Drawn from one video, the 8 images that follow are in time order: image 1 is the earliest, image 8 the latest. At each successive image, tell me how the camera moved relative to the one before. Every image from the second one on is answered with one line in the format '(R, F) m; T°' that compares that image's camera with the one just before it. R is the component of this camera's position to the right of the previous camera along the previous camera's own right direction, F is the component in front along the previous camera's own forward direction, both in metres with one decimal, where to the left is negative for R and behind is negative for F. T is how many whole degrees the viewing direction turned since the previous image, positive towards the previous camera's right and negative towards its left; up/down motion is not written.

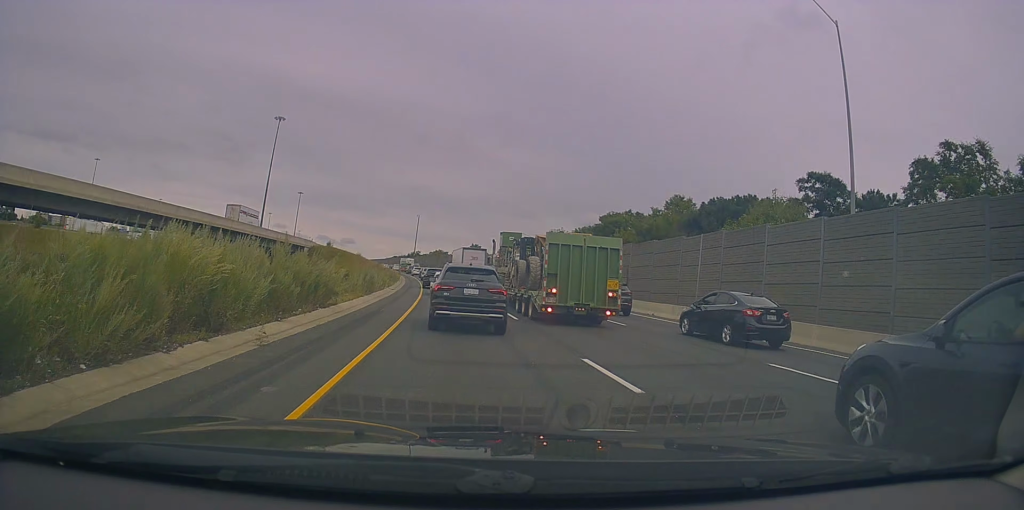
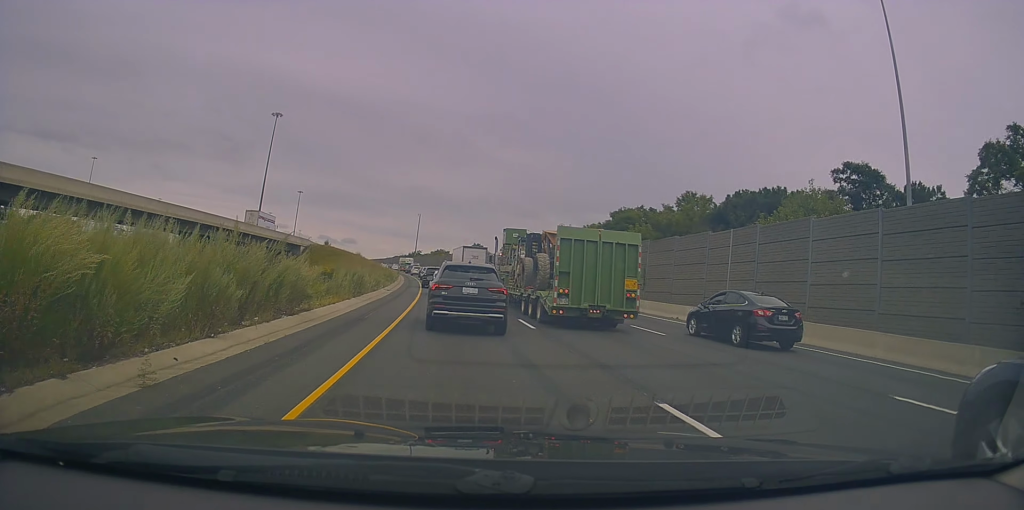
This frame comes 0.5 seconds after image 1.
(0.0, +3.7) m; -1°
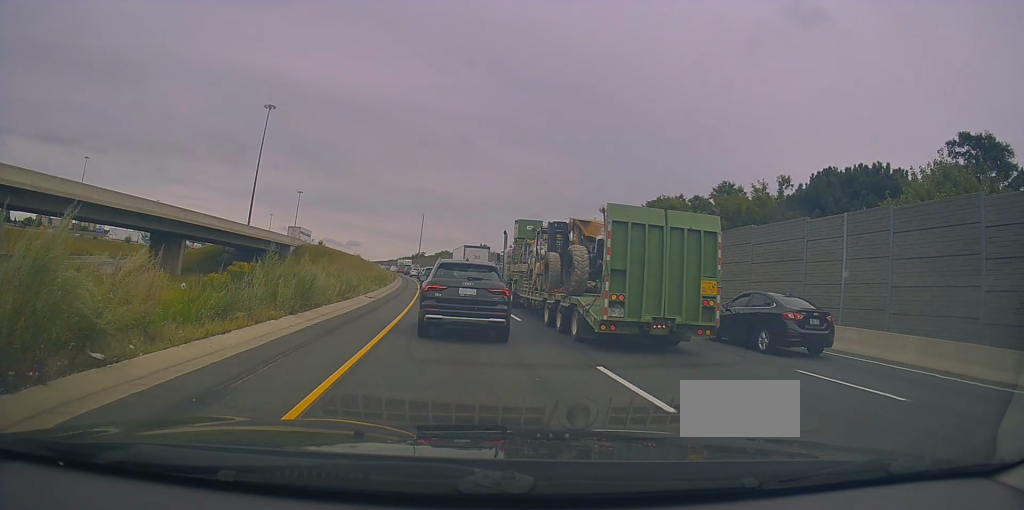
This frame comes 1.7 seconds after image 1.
(-0.3, +9.6) m; 0°
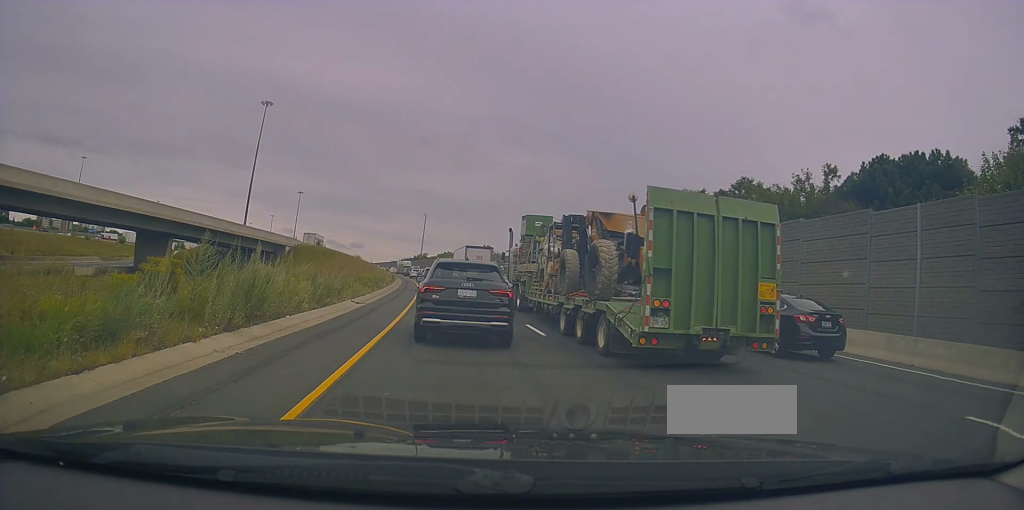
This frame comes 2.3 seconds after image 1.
(+0.3, +4.3) m; 0°
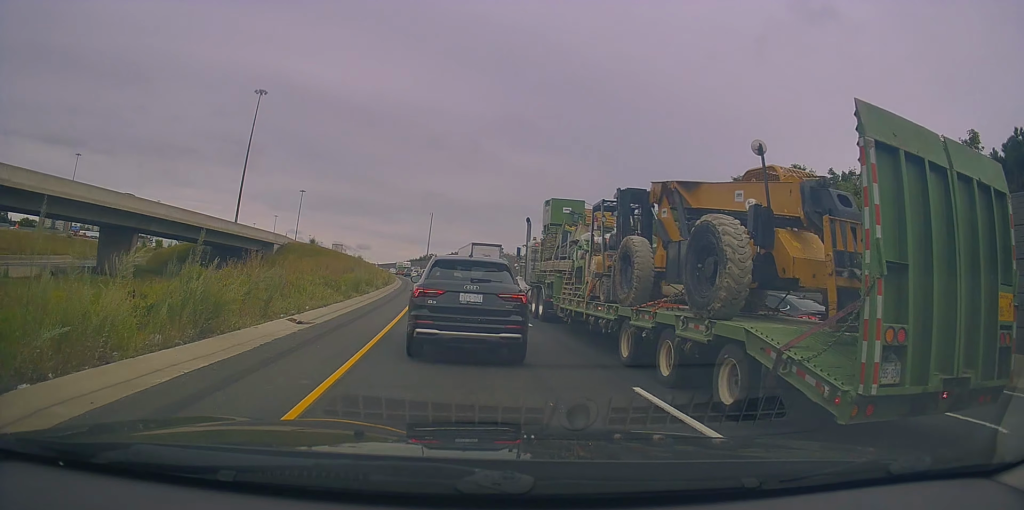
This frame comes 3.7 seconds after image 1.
(-0.4, +9.1) m; +1°
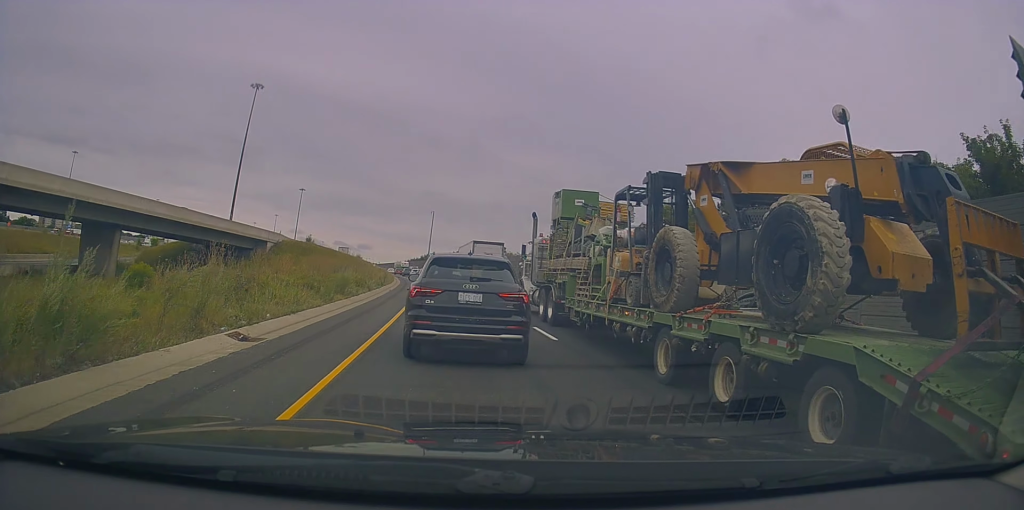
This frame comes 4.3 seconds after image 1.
(+0.2, +3.8) m; +3°
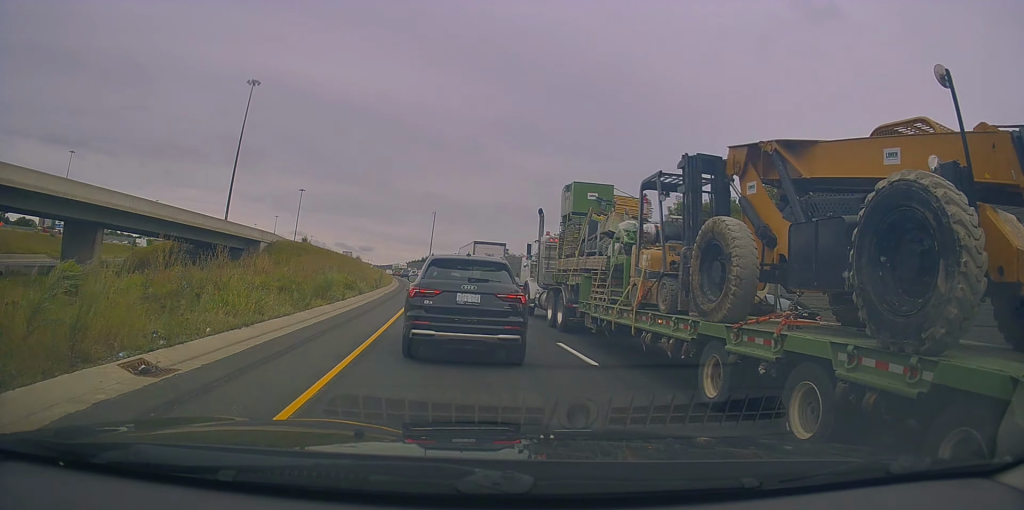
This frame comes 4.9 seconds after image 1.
(0.0, +3.6) m; -3°
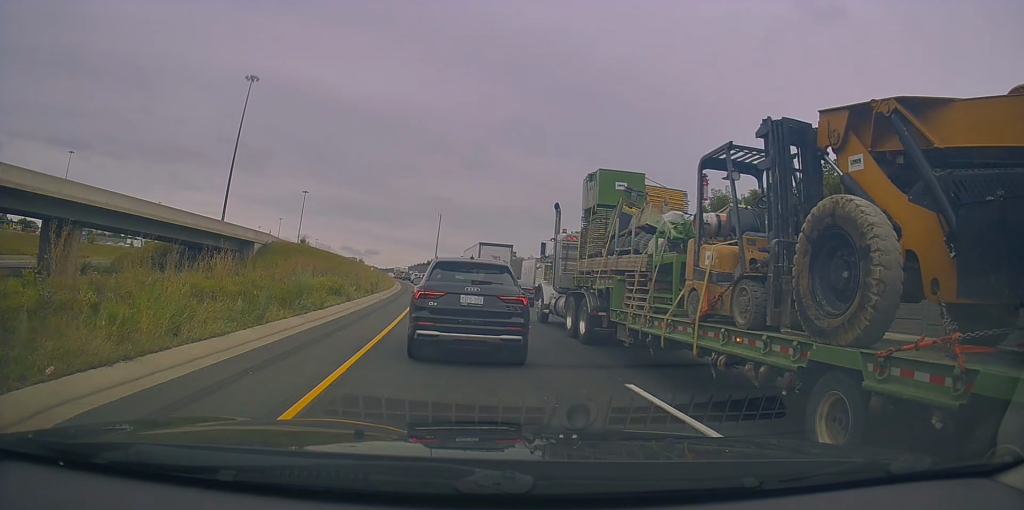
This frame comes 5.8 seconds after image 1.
(-0.2, +4.6) m; -5°
